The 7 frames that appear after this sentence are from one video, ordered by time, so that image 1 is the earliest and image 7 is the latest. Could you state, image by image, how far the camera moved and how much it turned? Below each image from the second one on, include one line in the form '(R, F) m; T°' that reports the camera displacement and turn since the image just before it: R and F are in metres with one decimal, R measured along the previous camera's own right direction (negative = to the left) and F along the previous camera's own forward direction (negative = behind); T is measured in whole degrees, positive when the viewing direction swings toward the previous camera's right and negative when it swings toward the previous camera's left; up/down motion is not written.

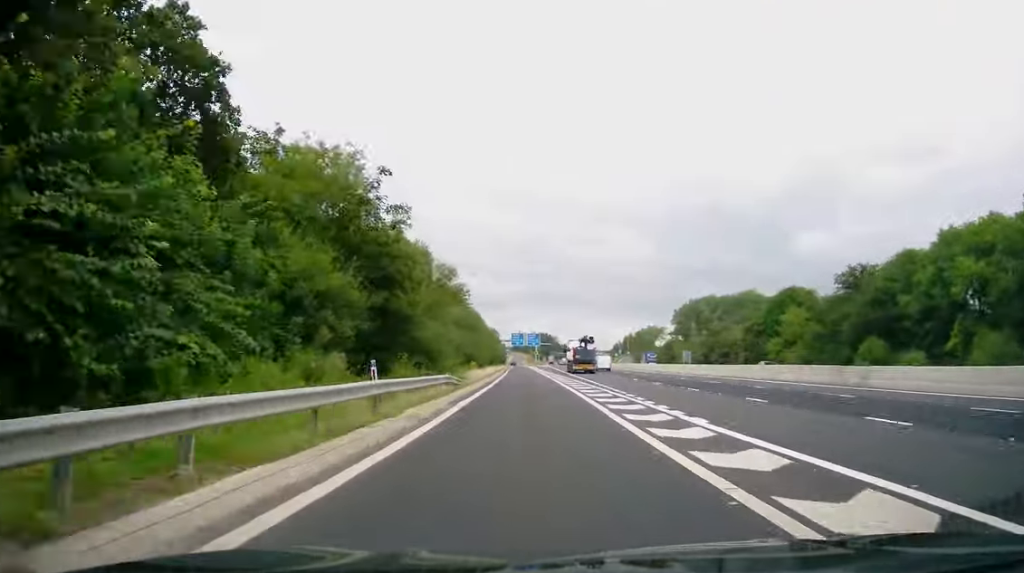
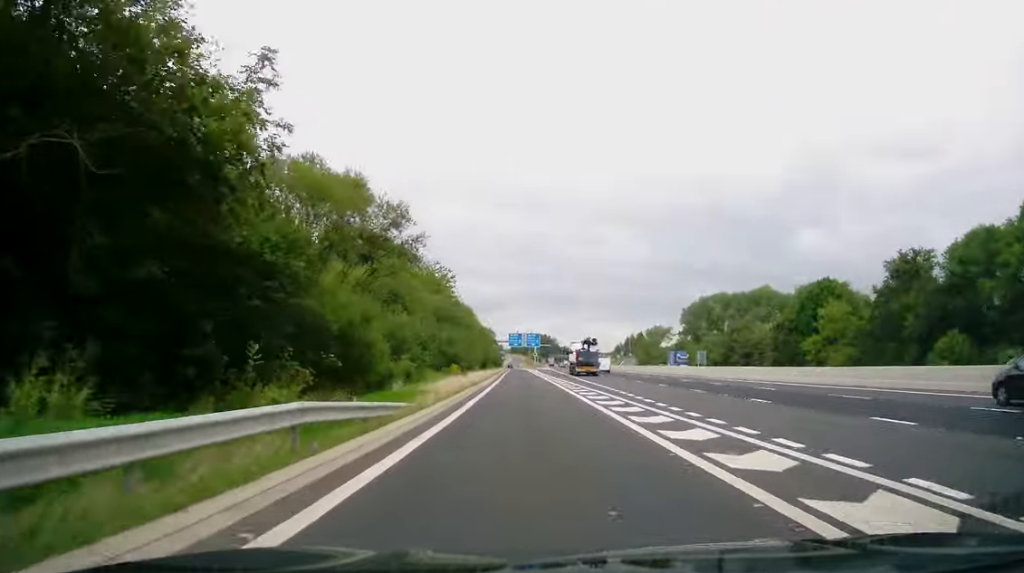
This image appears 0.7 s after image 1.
(0.0, +17.3) m; 0°
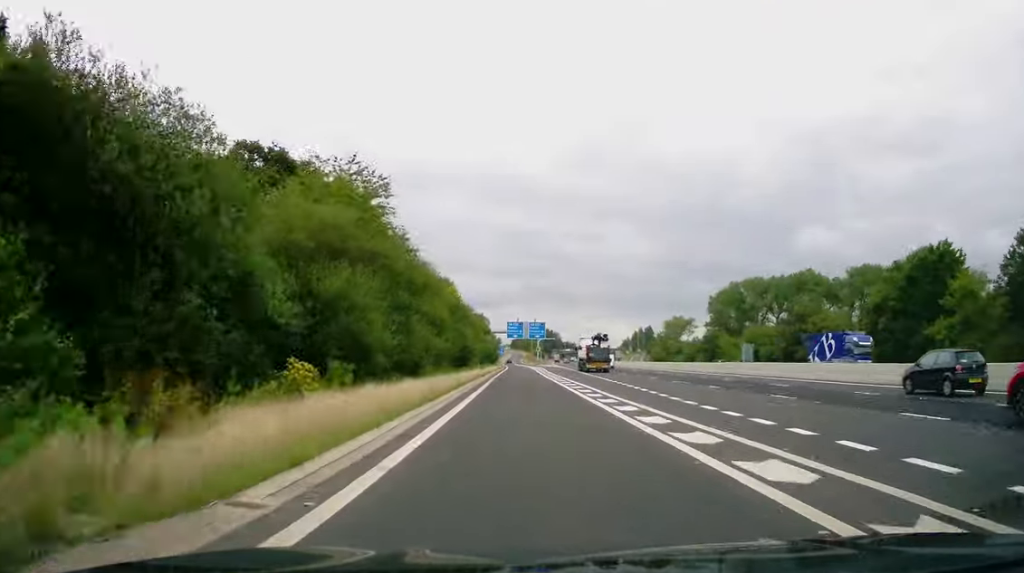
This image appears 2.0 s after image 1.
(+0.3, +35.4) m; 0°
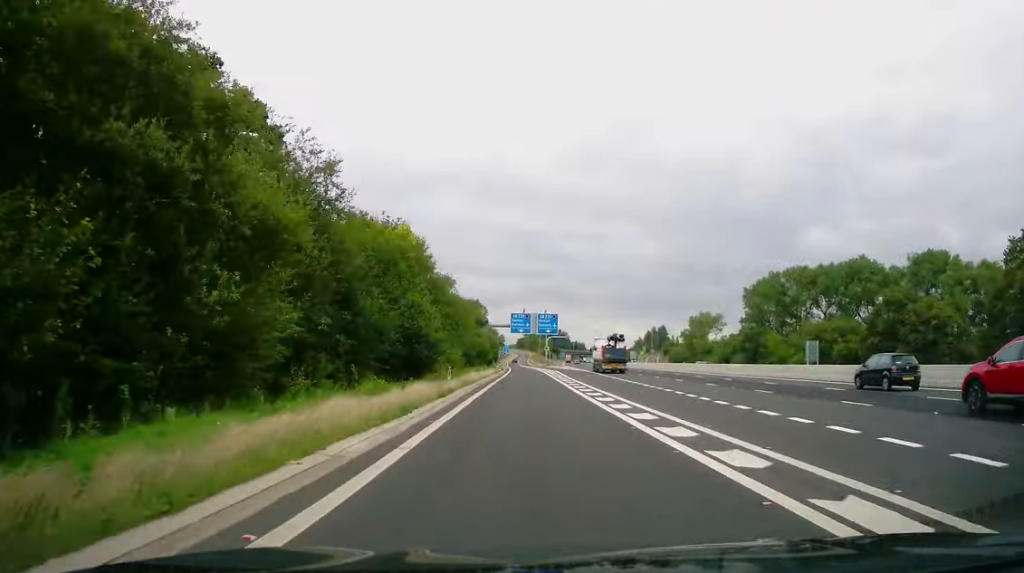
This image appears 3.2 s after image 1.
(-0.2, +30.0) m; -1°
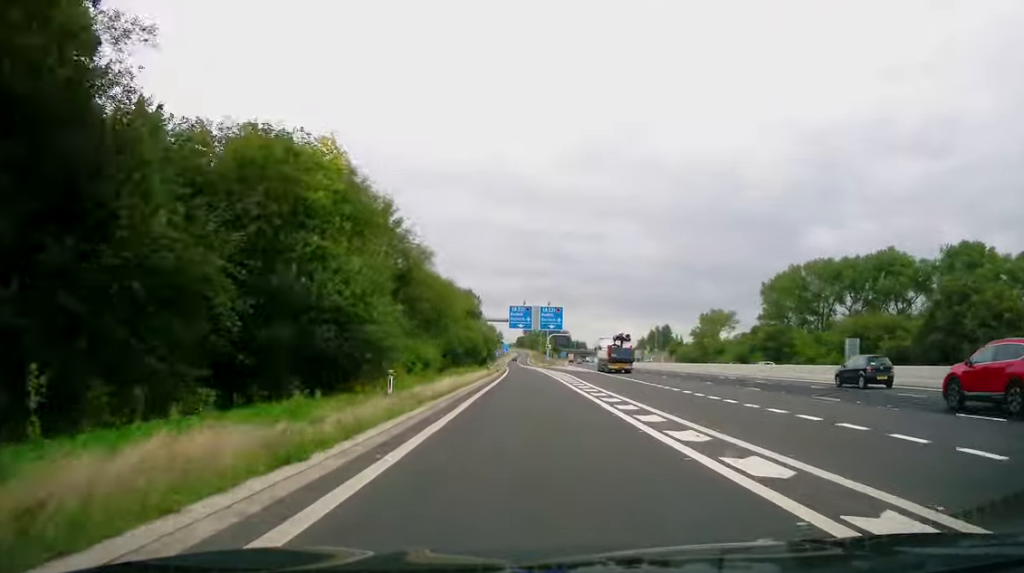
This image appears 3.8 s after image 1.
(-0.1, +14.3) m; 0°
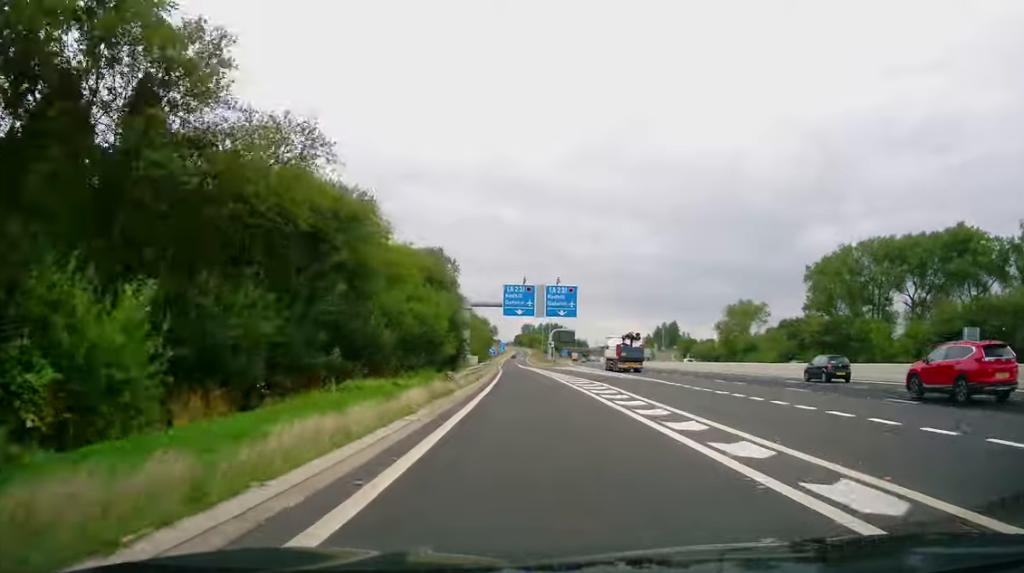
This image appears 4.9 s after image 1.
(0.0, +29.3) m; 0°
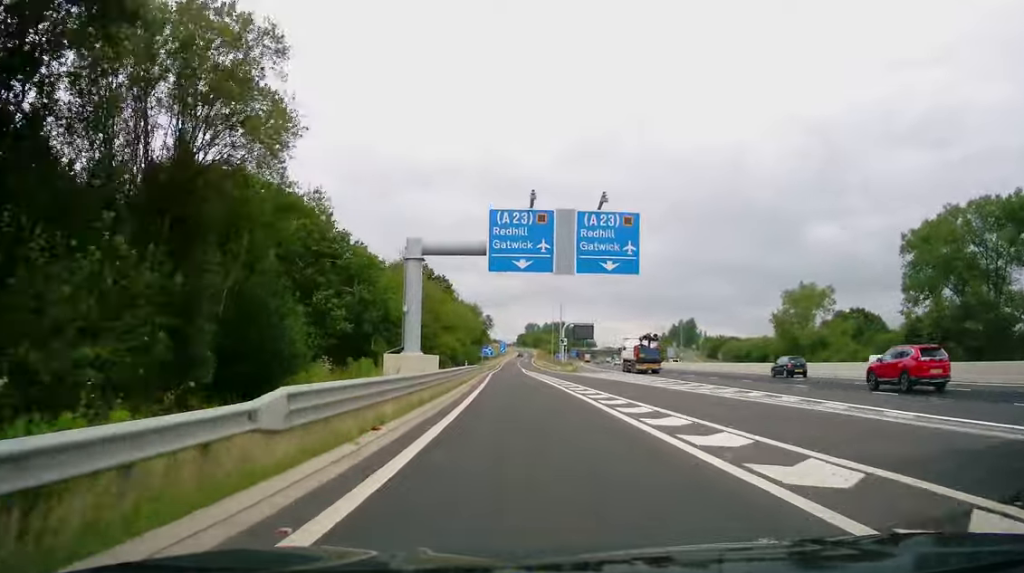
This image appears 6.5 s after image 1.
(+0.2, +40.2) m; 0°
